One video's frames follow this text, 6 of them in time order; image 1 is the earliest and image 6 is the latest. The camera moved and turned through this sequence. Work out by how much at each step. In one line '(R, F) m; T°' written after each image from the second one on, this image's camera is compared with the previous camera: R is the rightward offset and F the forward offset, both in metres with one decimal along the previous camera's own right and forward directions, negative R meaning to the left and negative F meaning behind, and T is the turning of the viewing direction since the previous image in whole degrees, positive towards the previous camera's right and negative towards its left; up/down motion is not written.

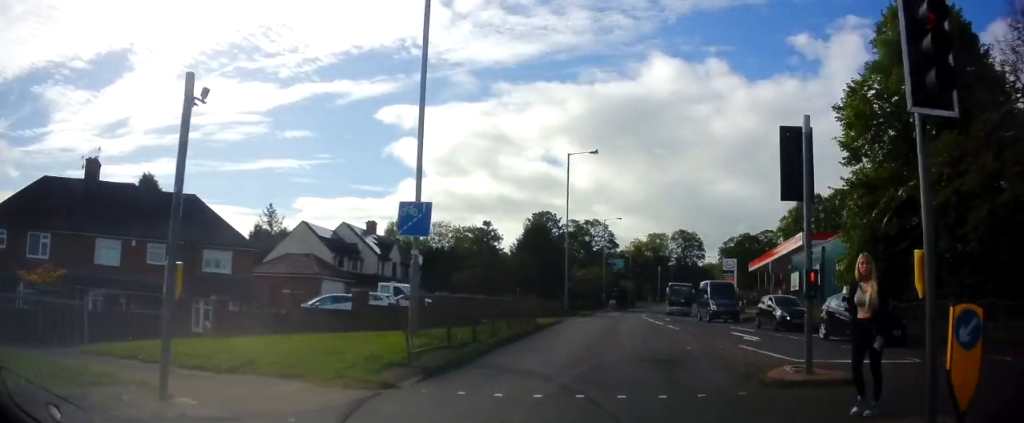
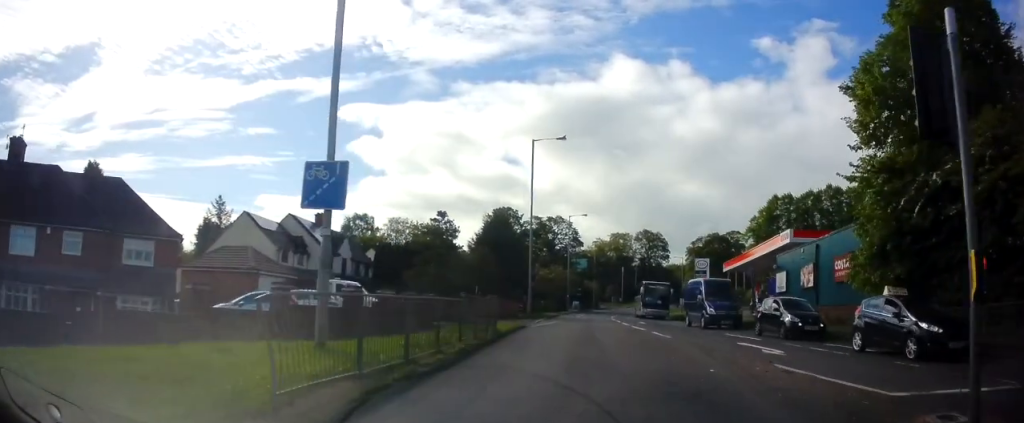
(+0.5, +3.7) m; +6°
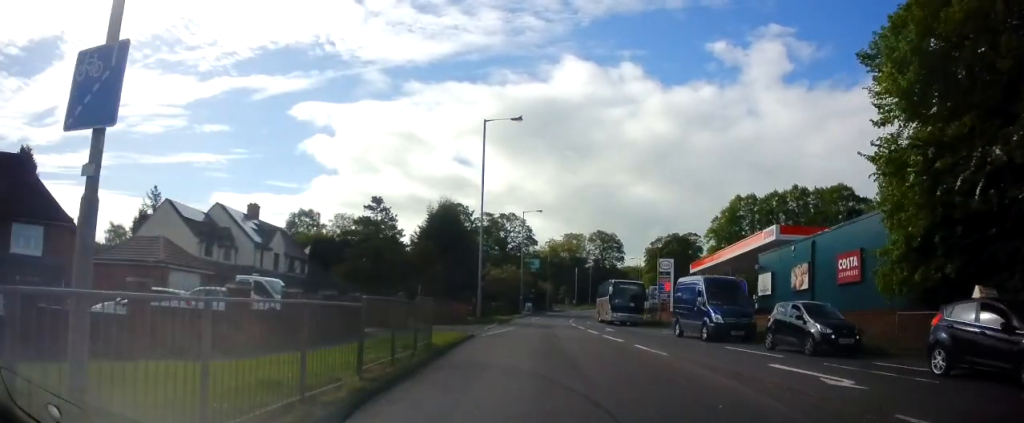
(+0.1, +4.6) m; +3°
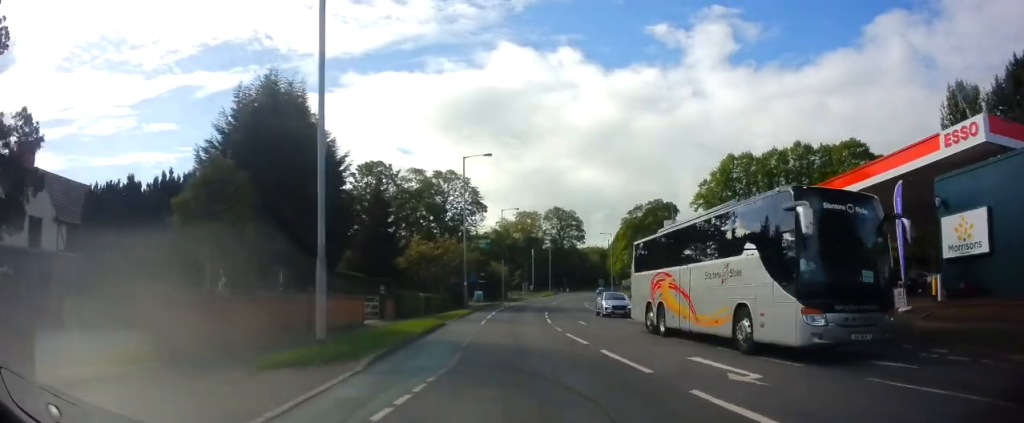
(+1.4, +21.0) m; +5°
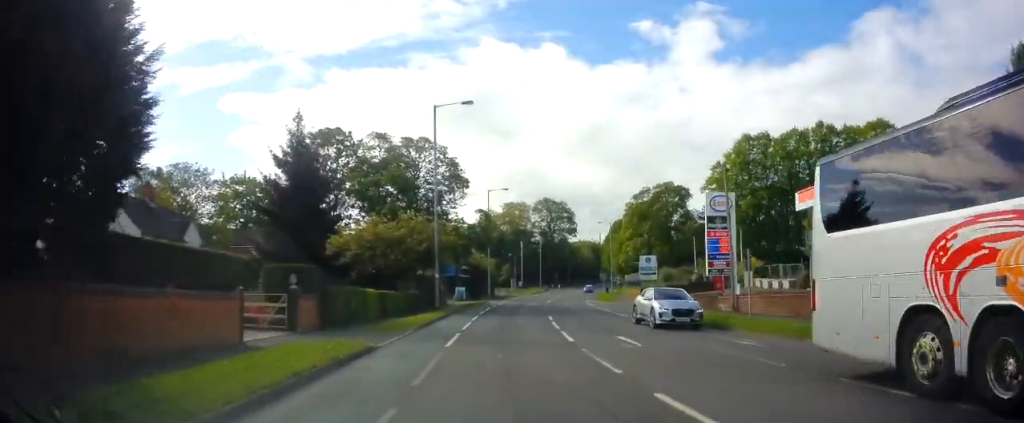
(+0.1, +11.6) m; +2°
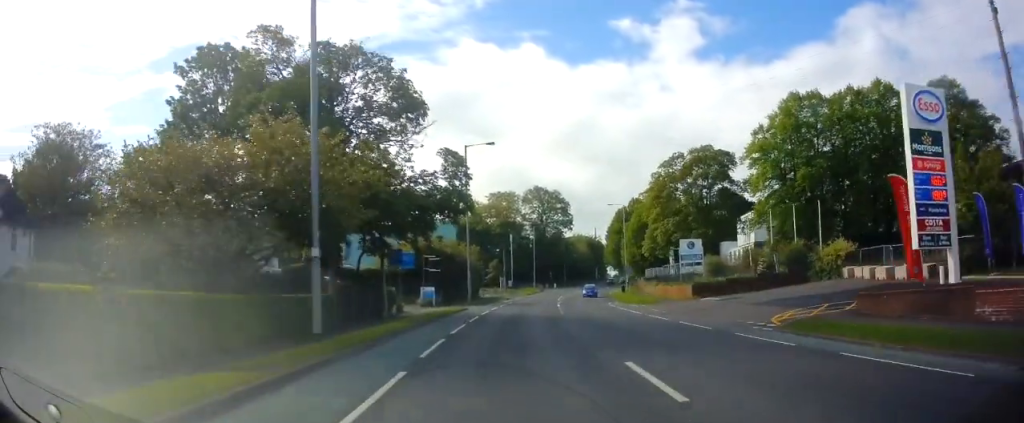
(+0.1, +19.5) m; +2°
